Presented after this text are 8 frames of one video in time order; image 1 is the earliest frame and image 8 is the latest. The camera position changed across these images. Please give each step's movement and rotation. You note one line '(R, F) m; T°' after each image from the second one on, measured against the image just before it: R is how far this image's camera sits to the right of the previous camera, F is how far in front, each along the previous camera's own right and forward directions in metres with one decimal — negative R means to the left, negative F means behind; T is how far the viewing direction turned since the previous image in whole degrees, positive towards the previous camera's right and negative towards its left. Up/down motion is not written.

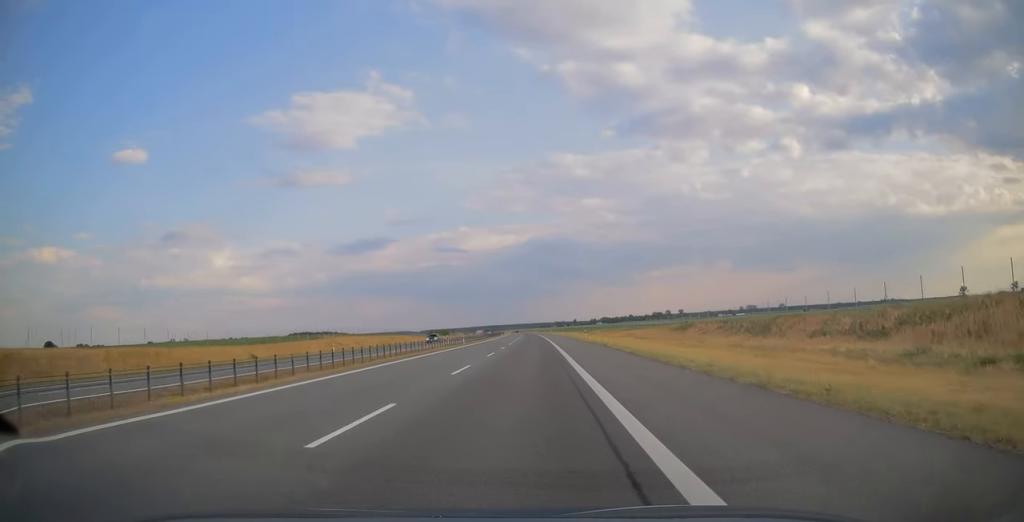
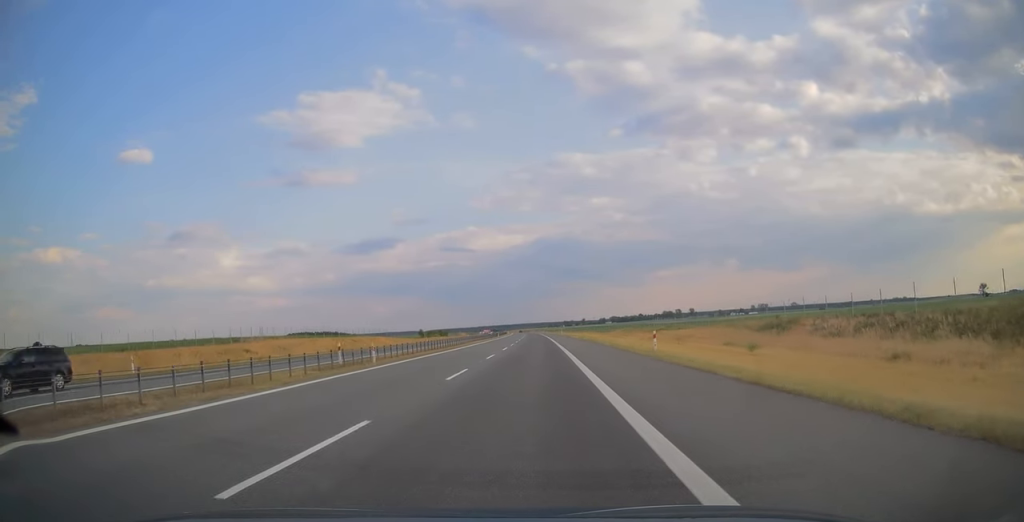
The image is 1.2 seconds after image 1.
(-0.2, +38.3) m; -1°
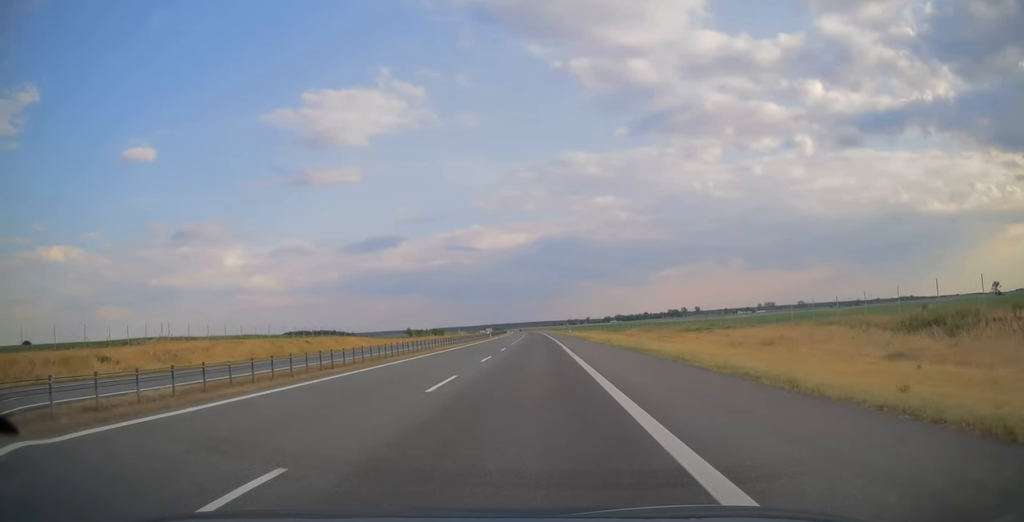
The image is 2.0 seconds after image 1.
(-0.1, +27.4) m; -1°
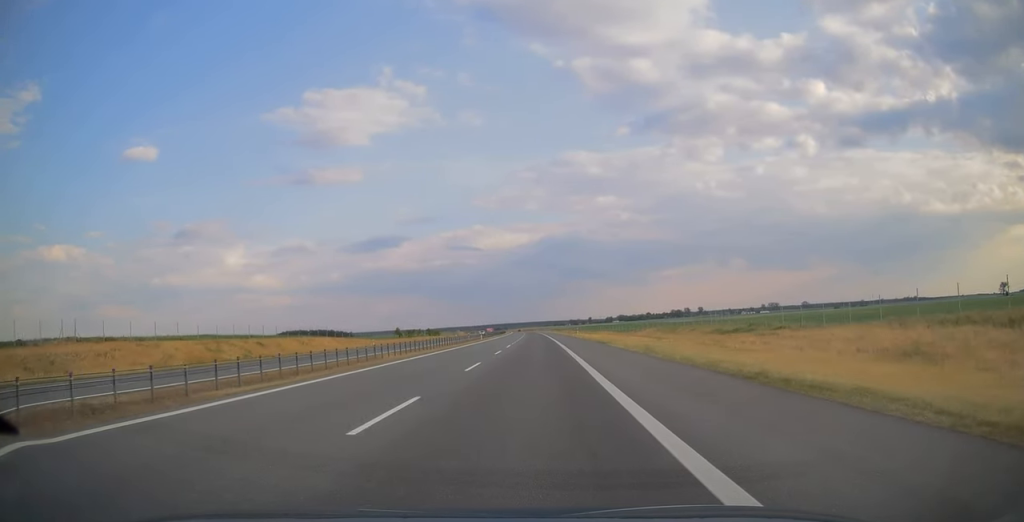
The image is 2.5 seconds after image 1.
(0.0, +17.5) m; 0°
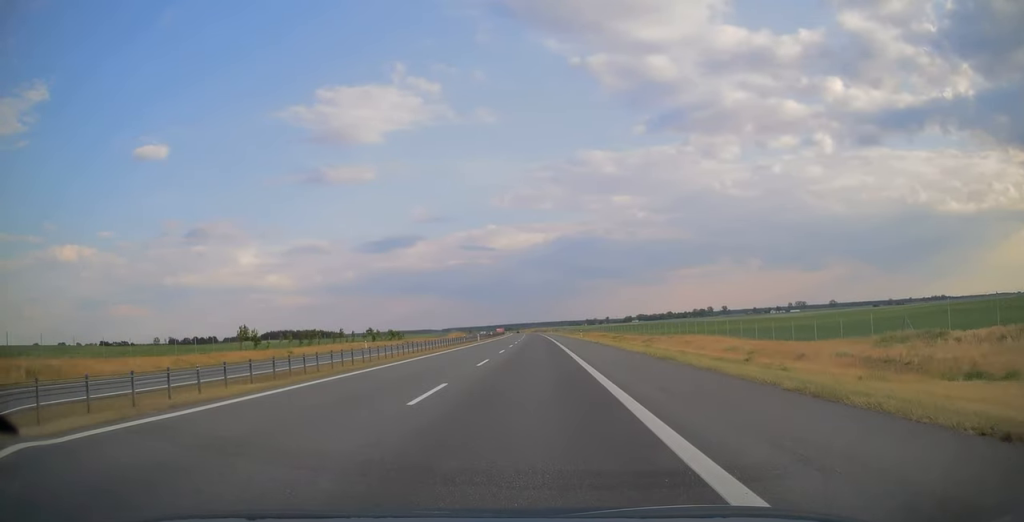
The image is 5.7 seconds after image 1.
(-1.1, +104.7) m; -1°
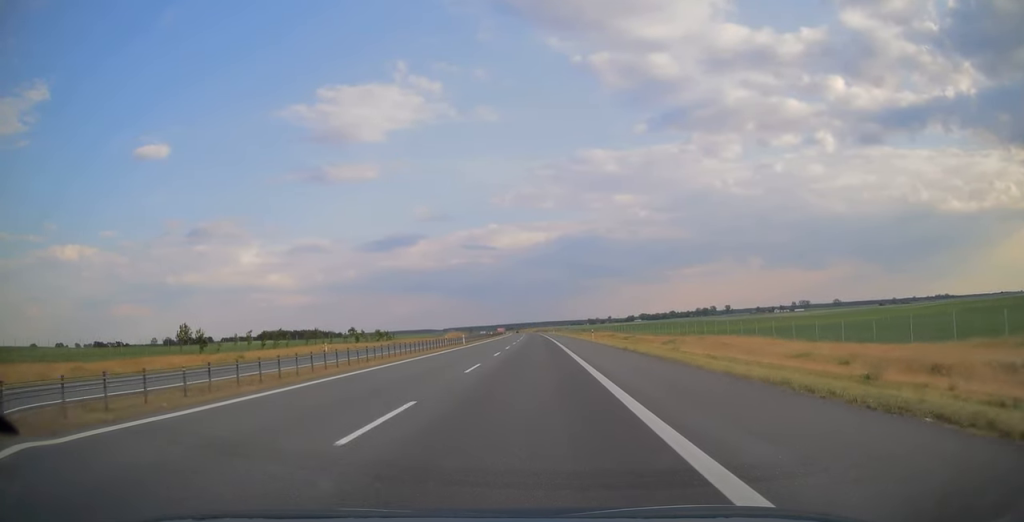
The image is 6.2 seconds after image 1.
(0.0, +15.9) m; 0°
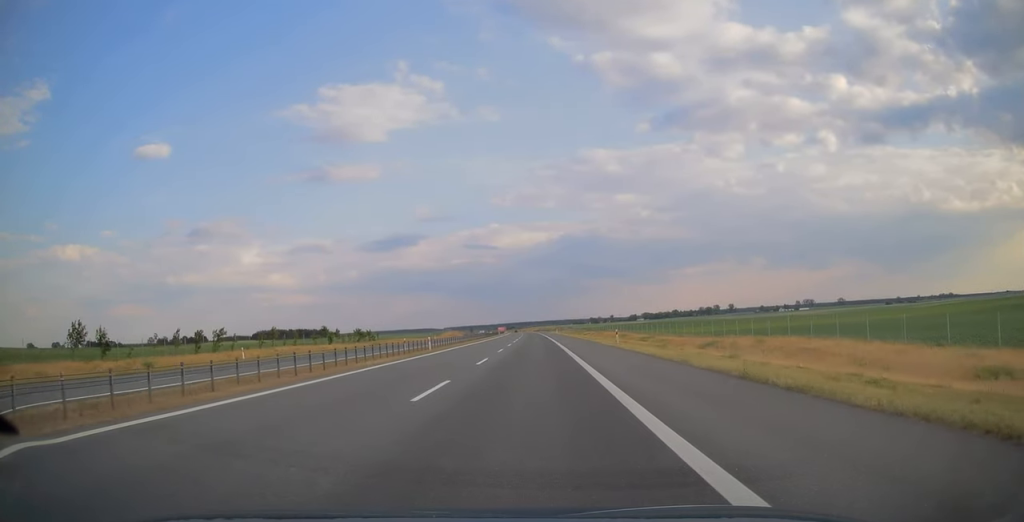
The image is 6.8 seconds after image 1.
(0.0, +19.7) m; 0°
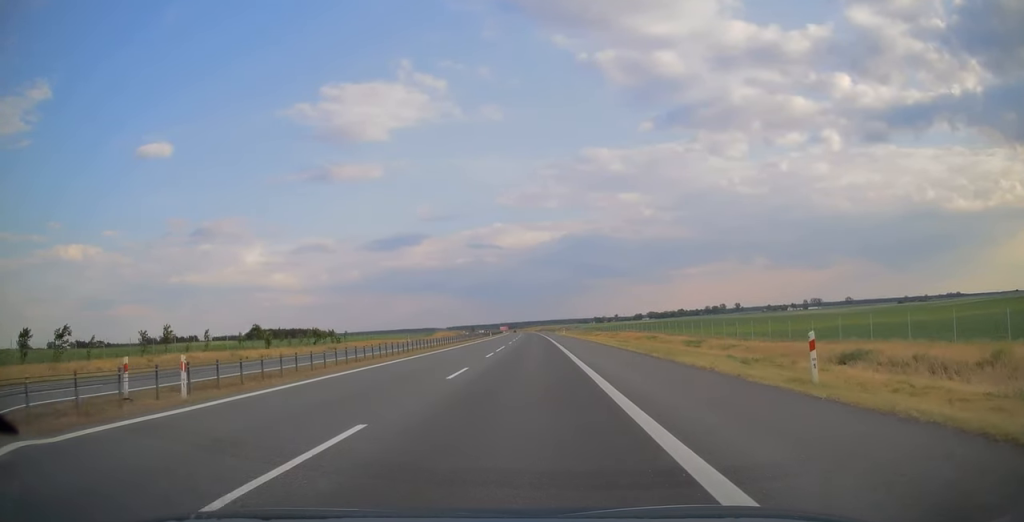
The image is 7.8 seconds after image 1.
(-0.1, +31.1) m; 0°
